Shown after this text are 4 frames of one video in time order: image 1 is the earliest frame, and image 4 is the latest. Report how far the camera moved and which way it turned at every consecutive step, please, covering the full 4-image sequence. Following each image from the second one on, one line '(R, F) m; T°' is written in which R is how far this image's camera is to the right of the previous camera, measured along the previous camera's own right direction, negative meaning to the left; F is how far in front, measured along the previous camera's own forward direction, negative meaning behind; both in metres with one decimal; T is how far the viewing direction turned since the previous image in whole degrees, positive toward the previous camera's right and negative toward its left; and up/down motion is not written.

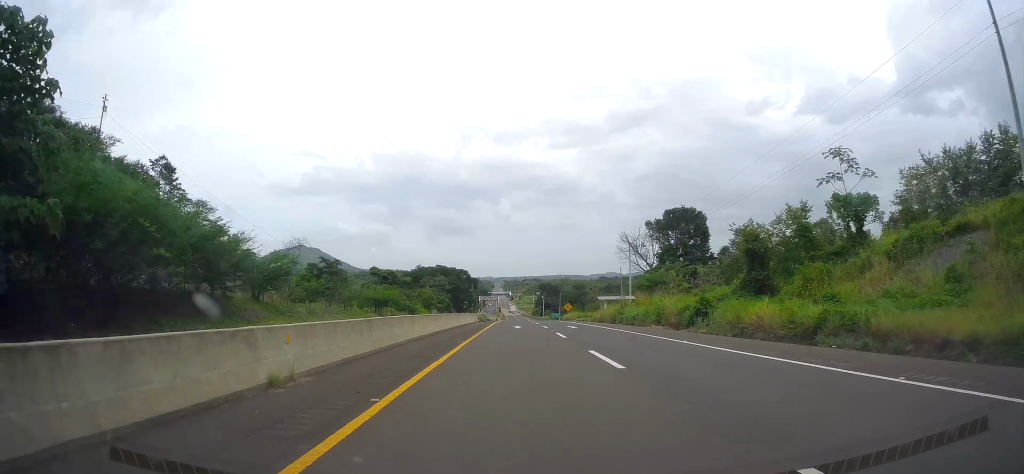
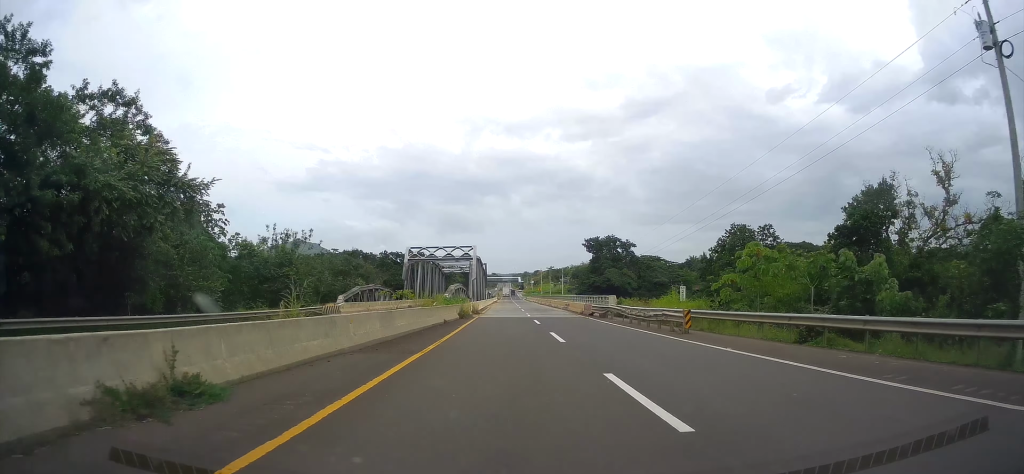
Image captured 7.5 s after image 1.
(+1.7, +234.8) m; 0°
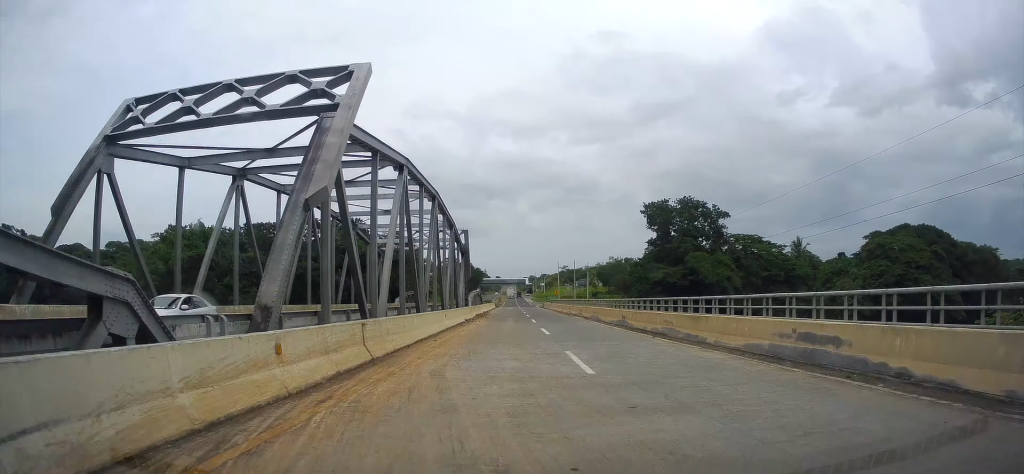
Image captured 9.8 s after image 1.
(-0.7, +71.1) m; 0°
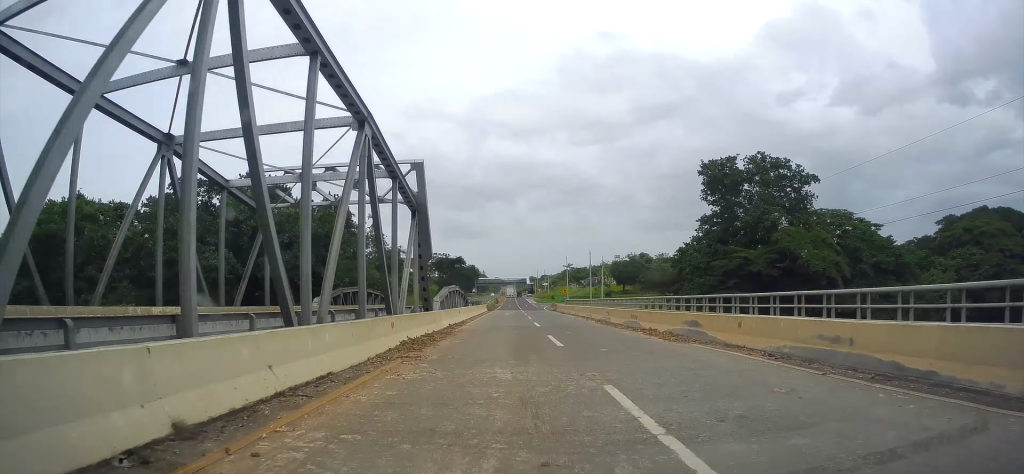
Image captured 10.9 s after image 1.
(-0.1, +32.7) m; 0°
